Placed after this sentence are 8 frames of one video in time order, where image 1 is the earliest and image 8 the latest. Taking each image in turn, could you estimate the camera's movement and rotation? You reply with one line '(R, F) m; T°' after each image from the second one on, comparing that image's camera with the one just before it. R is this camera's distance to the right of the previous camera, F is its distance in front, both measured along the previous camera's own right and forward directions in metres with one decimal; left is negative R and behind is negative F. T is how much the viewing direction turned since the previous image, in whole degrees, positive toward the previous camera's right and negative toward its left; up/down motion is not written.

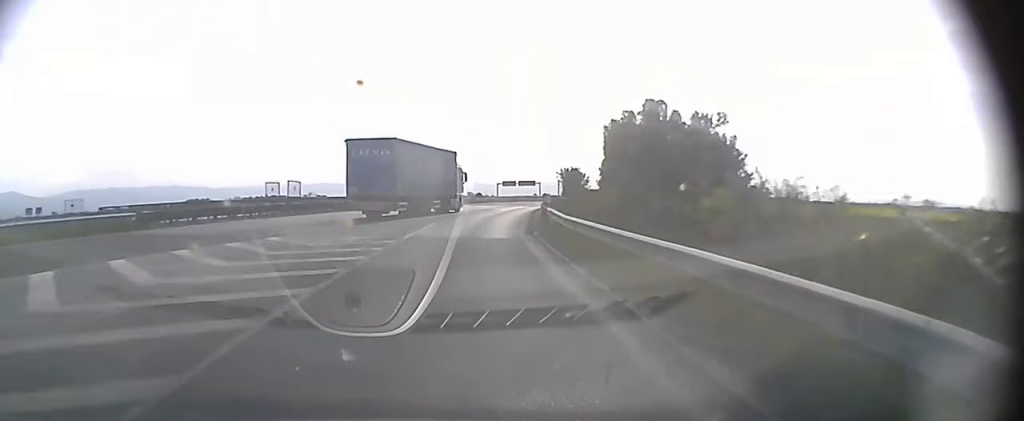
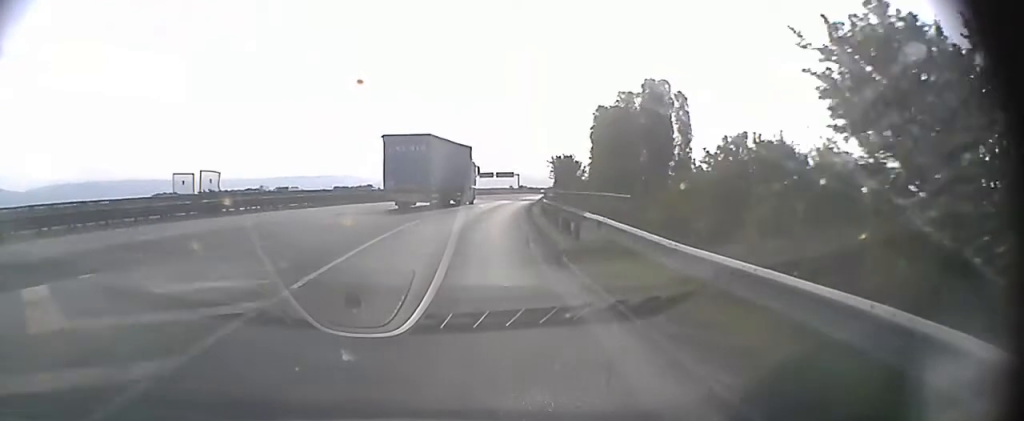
(+0.7, +13.9) m; +3°
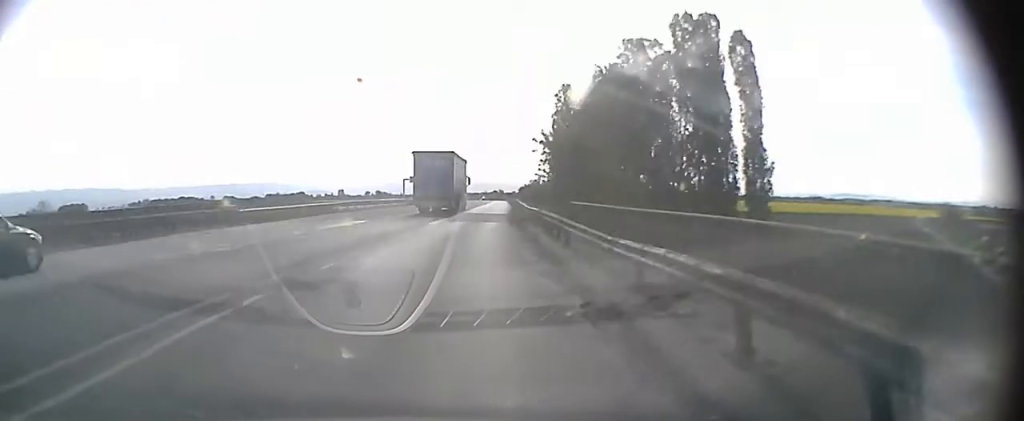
(+1.0, +31.2) m; +4°
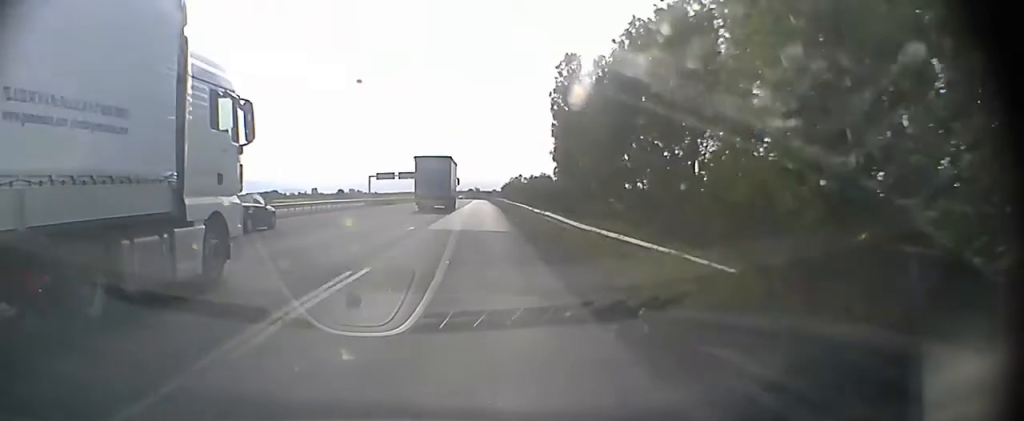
(+0.8, +23.5) m; +2°
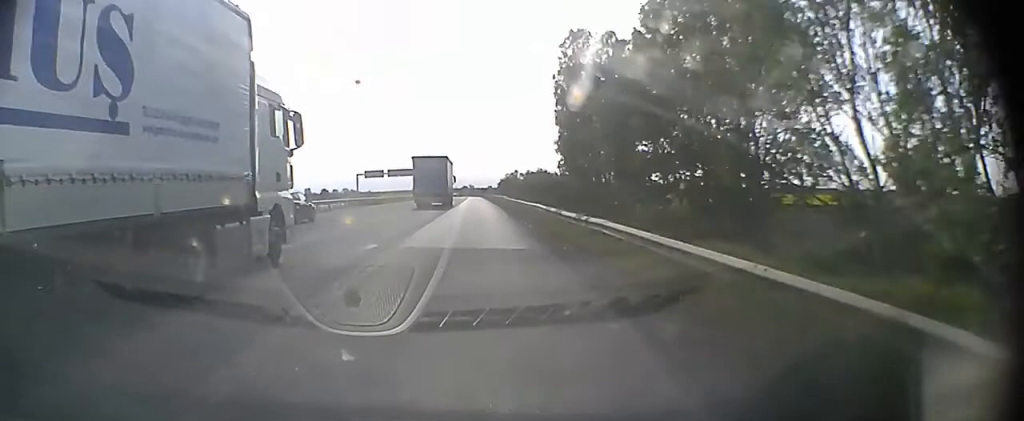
(0.0, +9.9) m; 0°
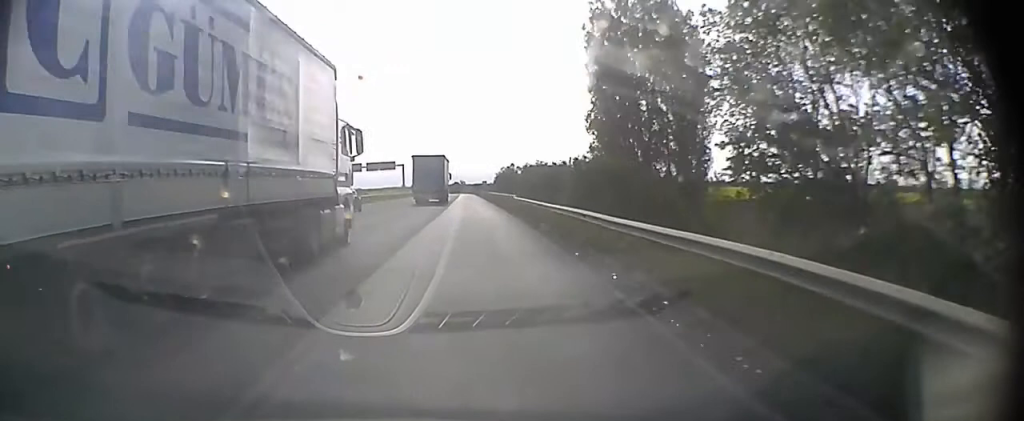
(+0.3, +22.1) m; +1°
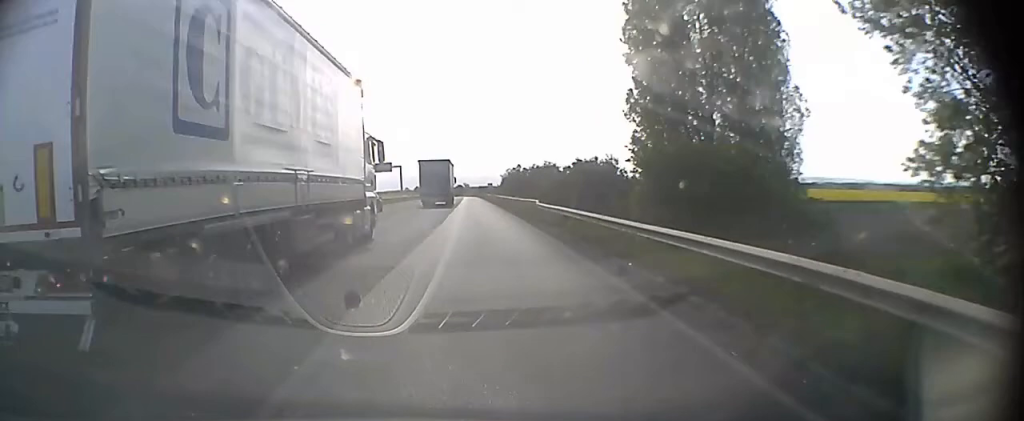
(0.0, +14.4) m; 0°
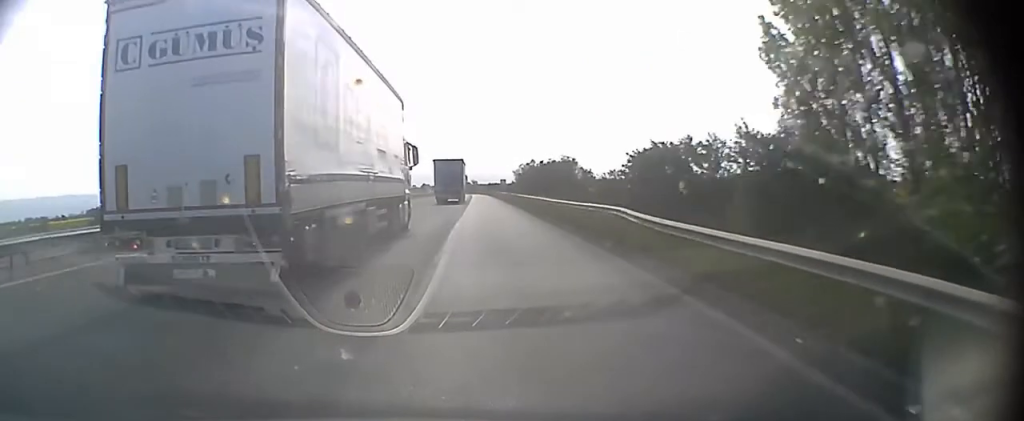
(-0.1, +16.6) m; 0°
